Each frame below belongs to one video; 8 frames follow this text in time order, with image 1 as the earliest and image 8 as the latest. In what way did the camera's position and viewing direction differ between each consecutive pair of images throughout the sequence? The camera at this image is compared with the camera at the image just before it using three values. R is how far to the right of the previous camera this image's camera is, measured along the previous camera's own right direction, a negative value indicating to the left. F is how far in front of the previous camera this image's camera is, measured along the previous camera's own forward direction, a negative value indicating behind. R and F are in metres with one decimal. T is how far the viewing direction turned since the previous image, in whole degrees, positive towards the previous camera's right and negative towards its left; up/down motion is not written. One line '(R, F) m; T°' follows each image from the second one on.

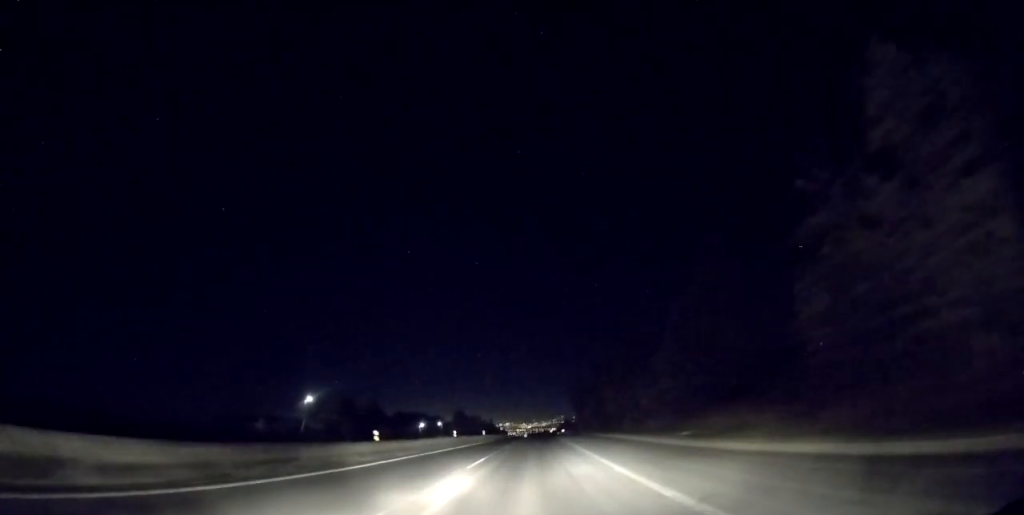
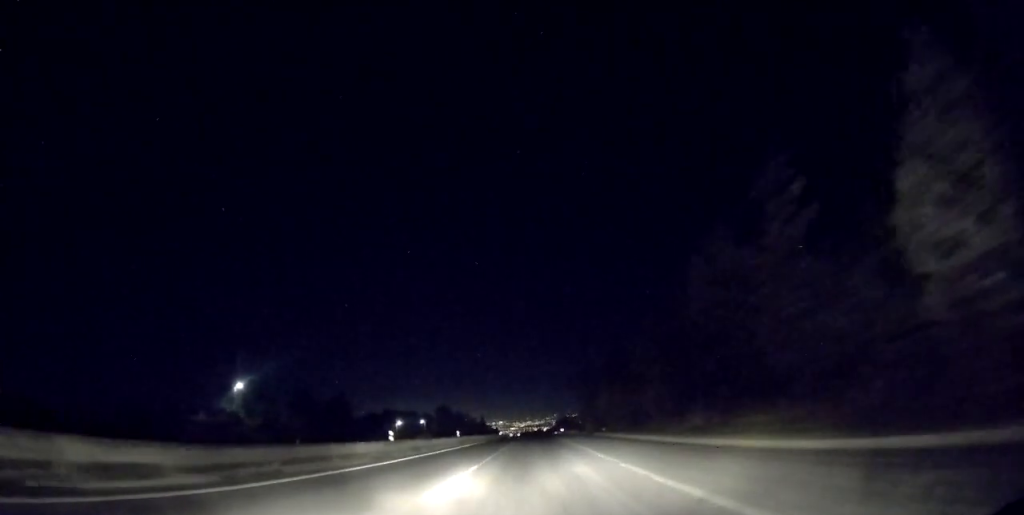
(0.0, +22.7) m; 0°
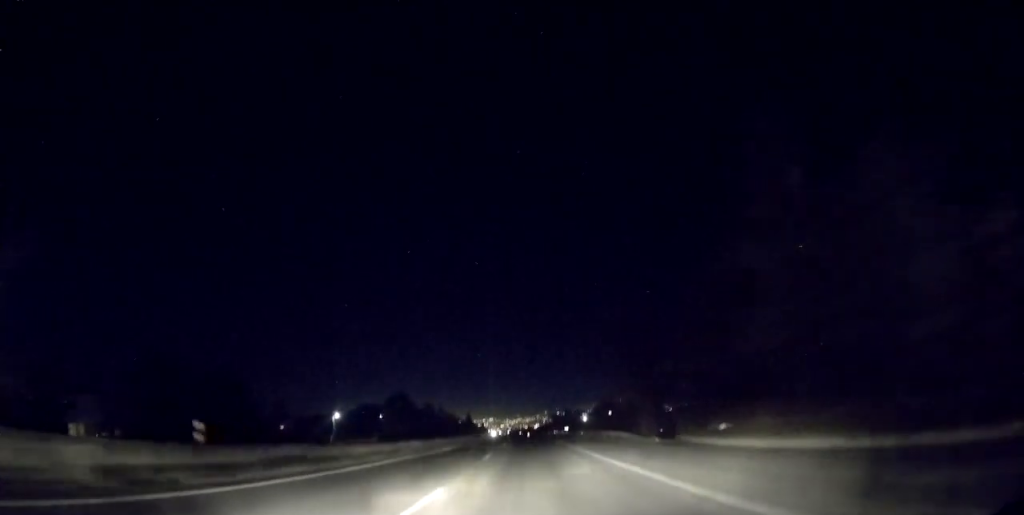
(+0.3, +43.1) m; +1°
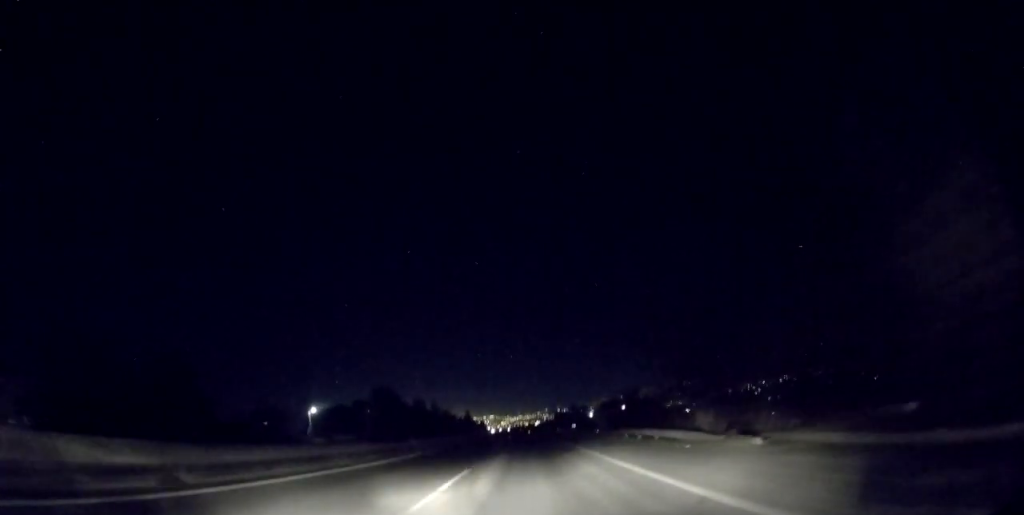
(+0.2, +12.5) m; 0°
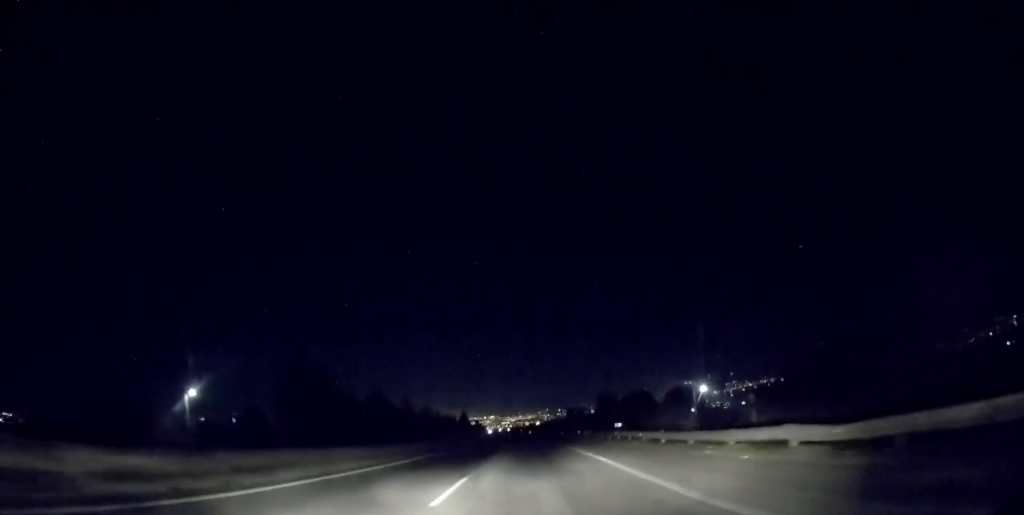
(-0.5, +37.1) m; -1°
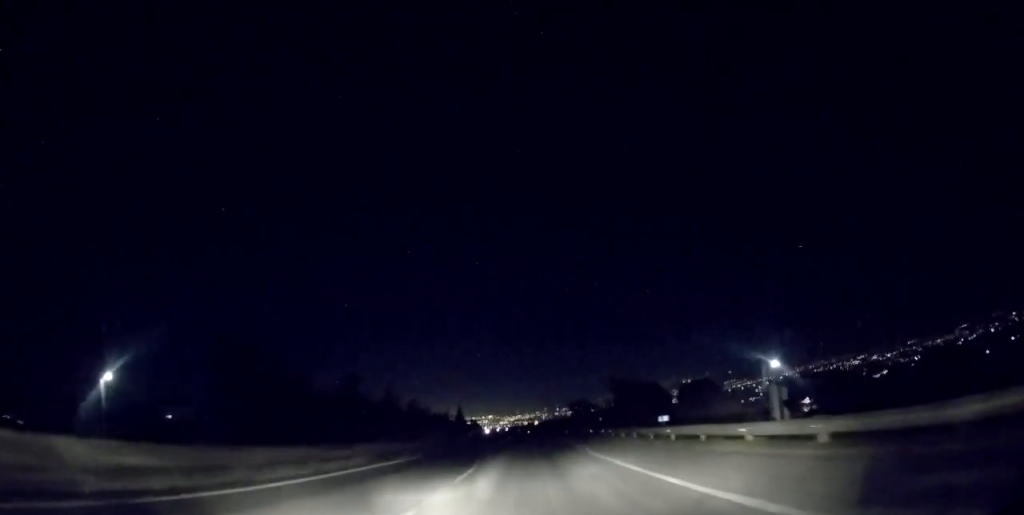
(0.0, +13.9) m; 0°
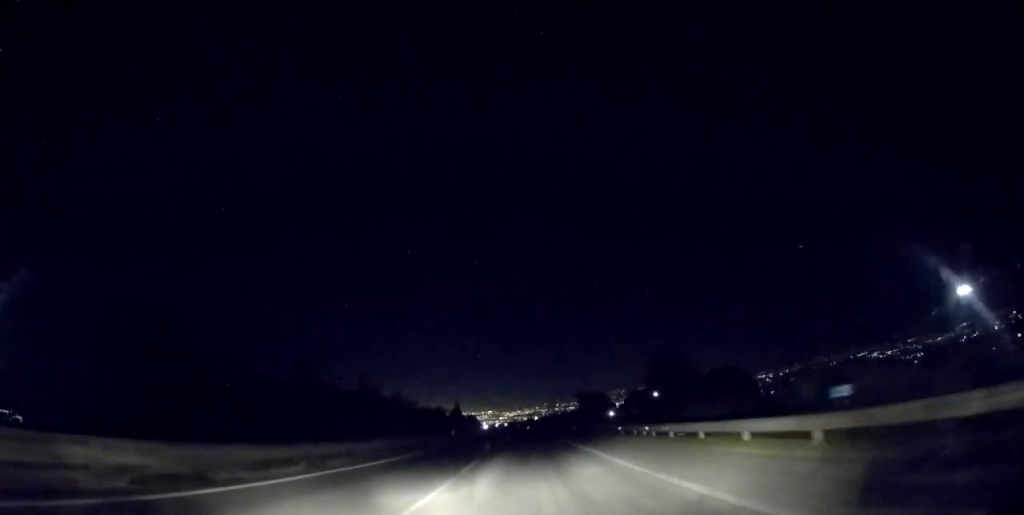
(0.0, +15.7) m; 0°
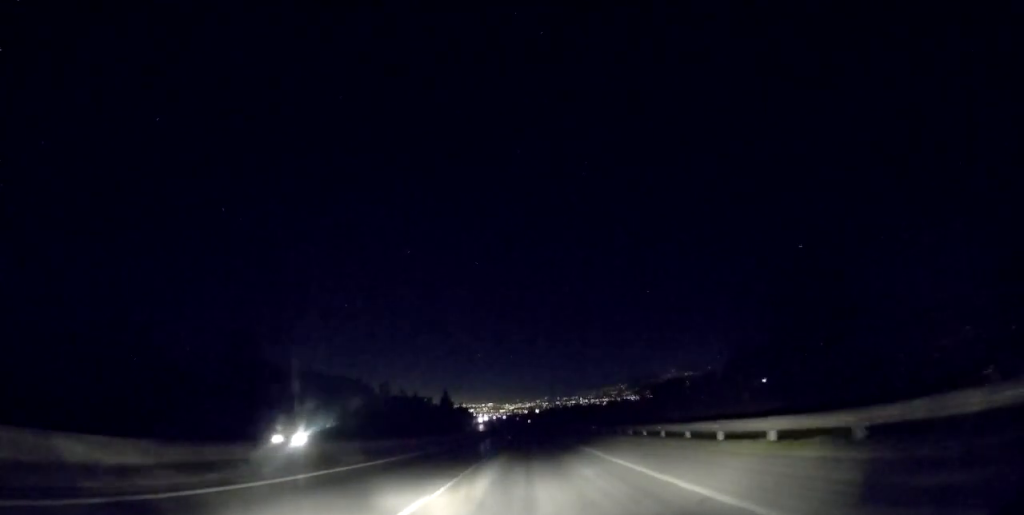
(+0.6, +65.5) m; +1°
